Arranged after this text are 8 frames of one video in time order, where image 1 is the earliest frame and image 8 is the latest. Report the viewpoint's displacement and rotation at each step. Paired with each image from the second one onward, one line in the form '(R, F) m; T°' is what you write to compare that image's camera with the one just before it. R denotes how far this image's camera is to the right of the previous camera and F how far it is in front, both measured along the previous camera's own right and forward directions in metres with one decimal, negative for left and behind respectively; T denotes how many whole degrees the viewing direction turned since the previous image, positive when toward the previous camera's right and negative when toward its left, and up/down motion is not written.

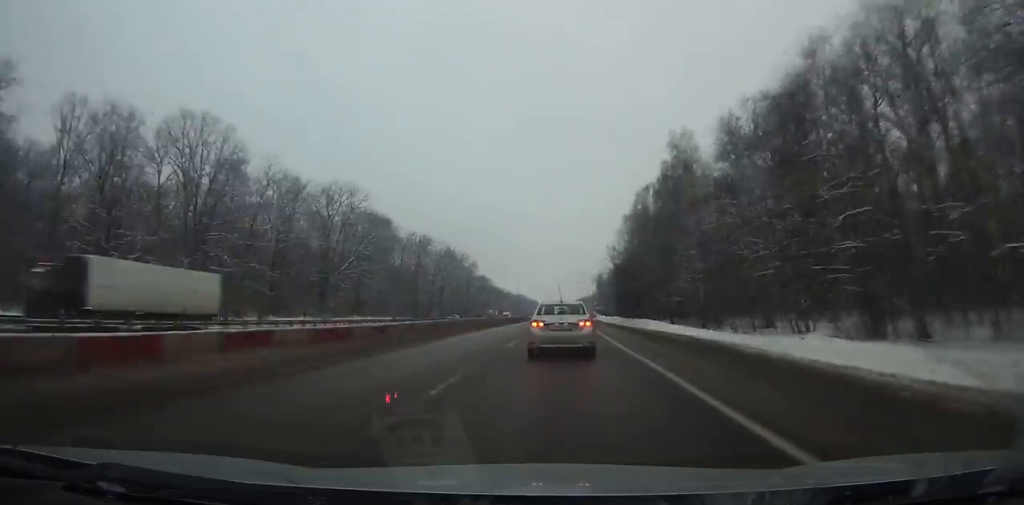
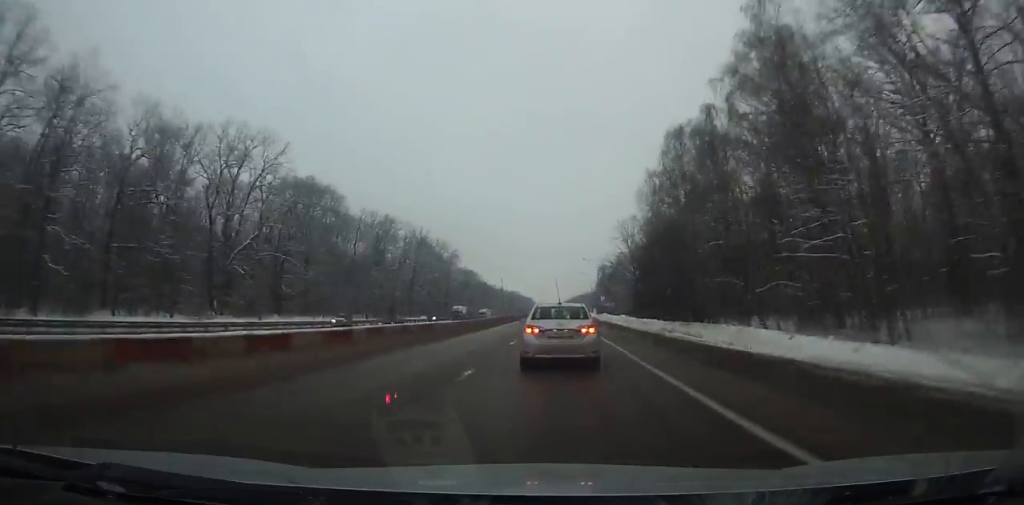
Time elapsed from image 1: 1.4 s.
(-0.2, +32.8) m; 0°
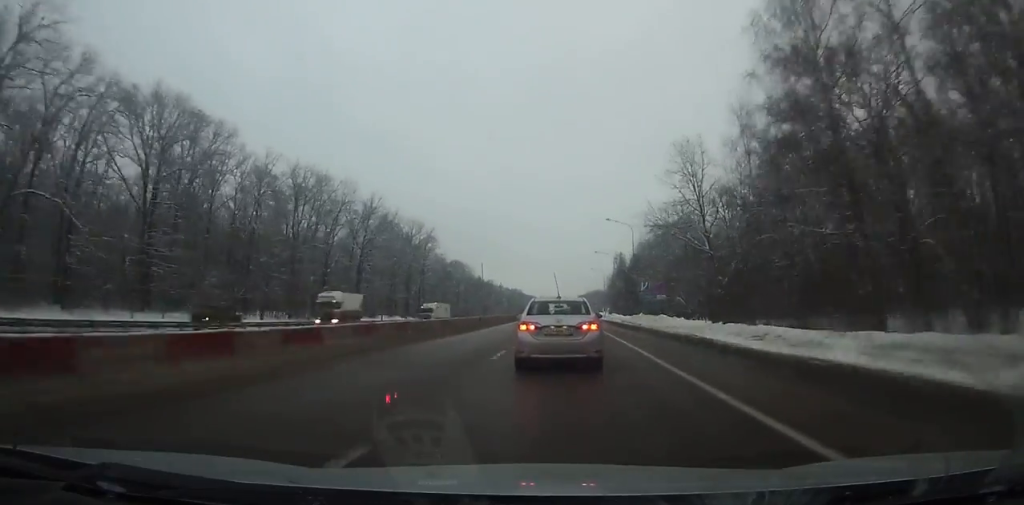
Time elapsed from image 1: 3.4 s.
(-0.2, +45.2) m; 0°
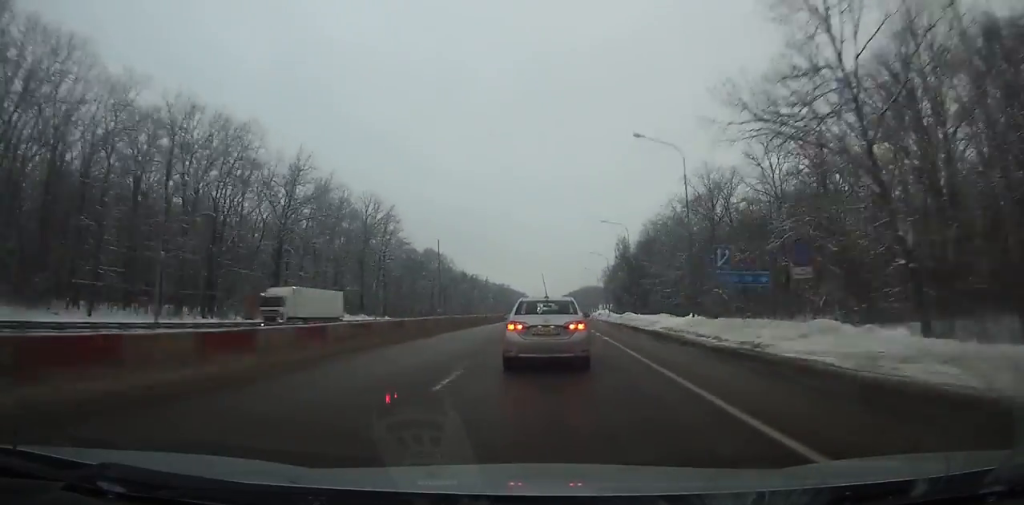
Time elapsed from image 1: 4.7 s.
(0.0, +29.1) m; 0°
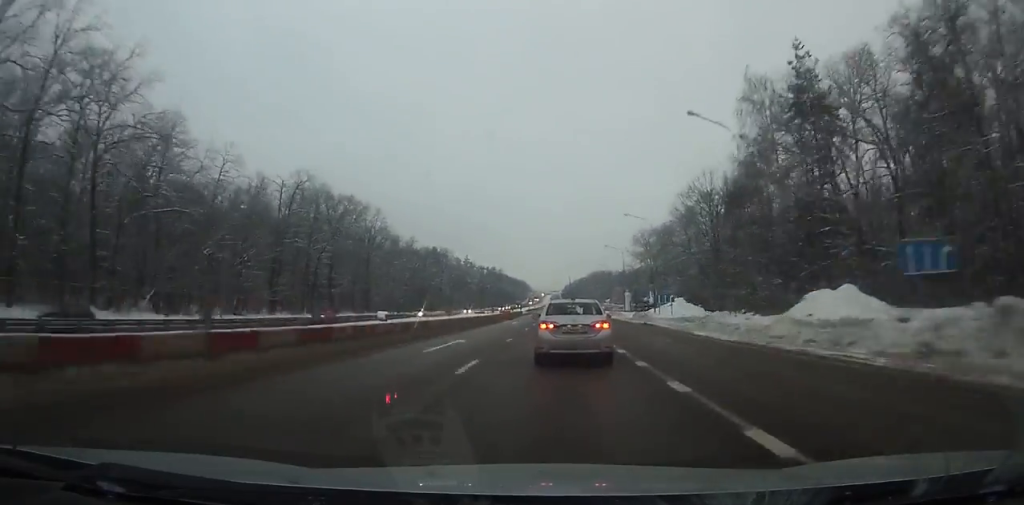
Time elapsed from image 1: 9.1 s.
(0.0, +93.8) m; 0°
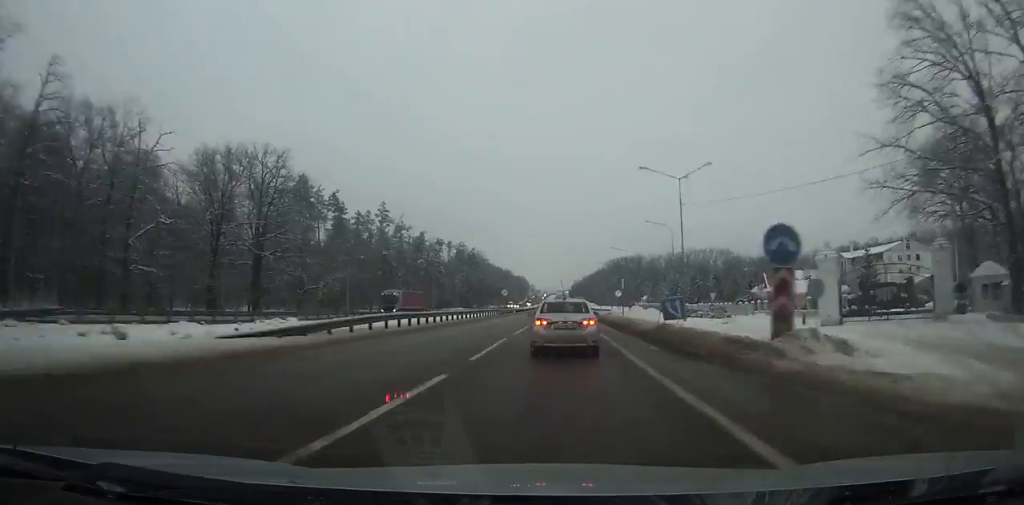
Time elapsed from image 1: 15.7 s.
(+0.5, +135.3) m; 0°
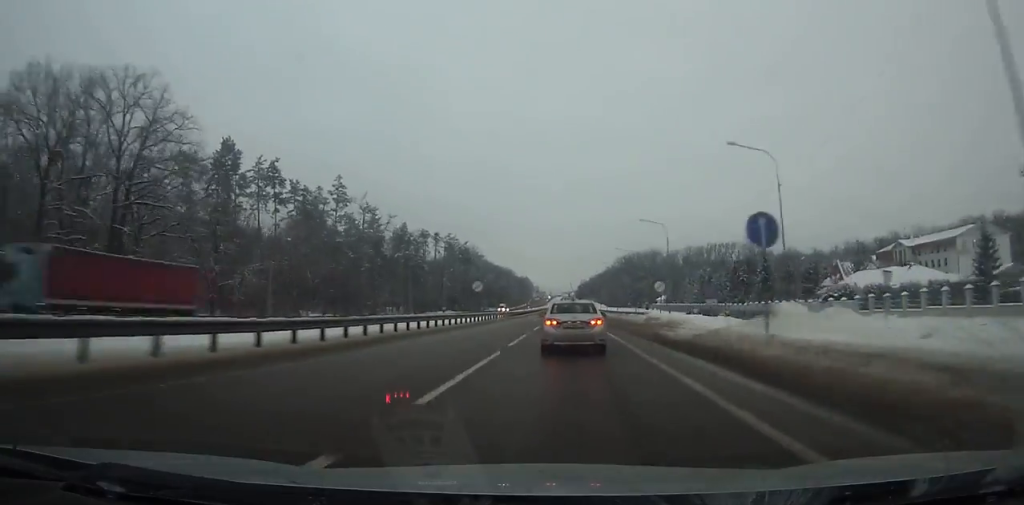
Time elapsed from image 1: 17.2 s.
(0.0, +30.4) m; 0°
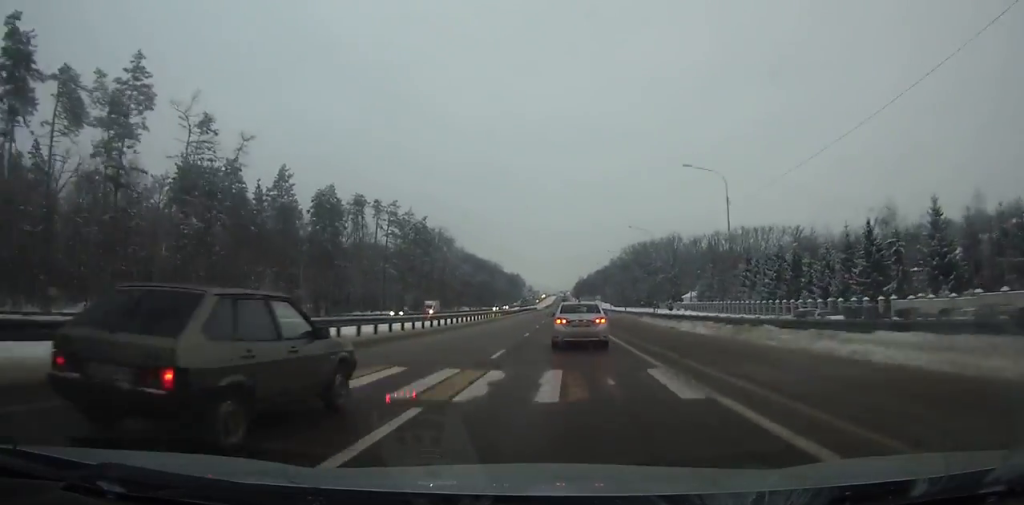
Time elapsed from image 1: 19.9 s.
(-0.1, +55.0) m; 0°
